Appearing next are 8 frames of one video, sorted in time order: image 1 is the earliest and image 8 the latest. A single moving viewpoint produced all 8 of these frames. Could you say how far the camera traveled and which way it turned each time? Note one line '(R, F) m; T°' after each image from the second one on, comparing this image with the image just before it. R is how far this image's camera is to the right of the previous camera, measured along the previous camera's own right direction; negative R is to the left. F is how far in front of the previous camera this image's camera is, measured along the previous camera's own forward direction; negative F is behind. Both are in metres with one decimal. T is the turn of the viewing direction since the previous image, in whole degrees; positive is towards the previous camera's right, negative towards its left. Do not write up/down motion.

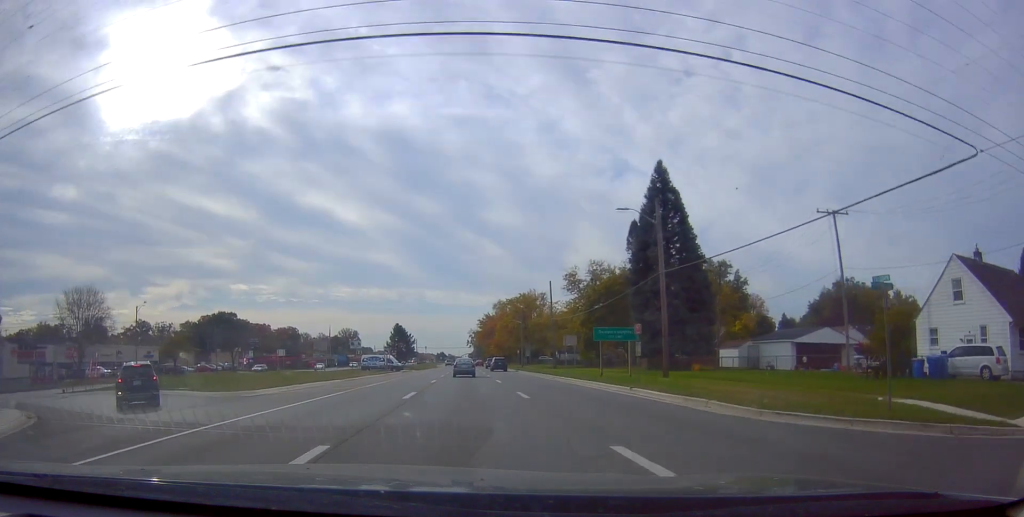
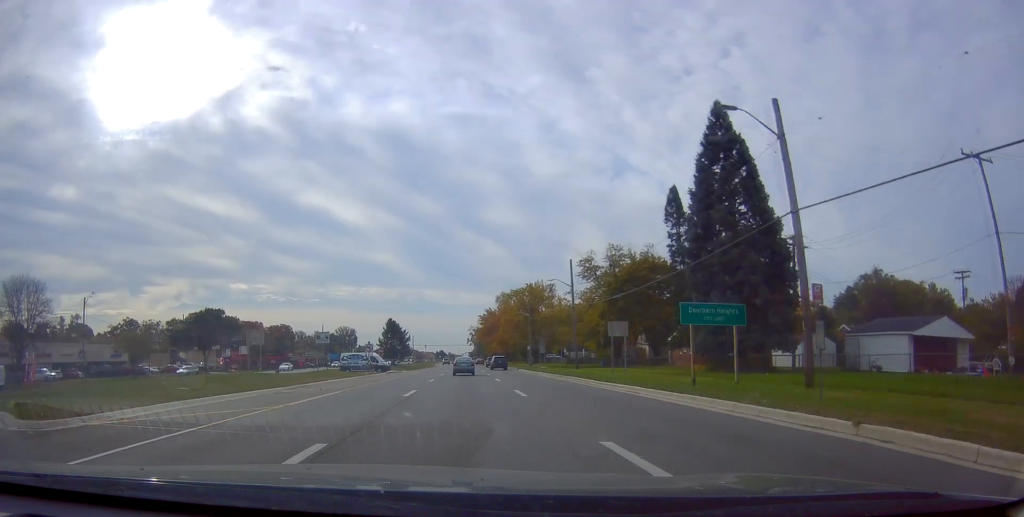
(-0.5, +14.4) m; 0°
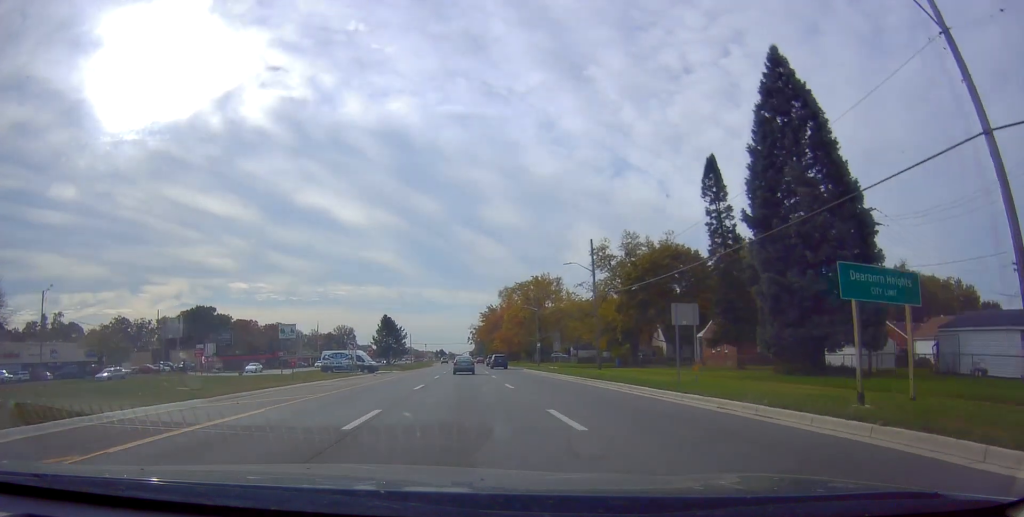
(-0.2, +9.6) m; 0°
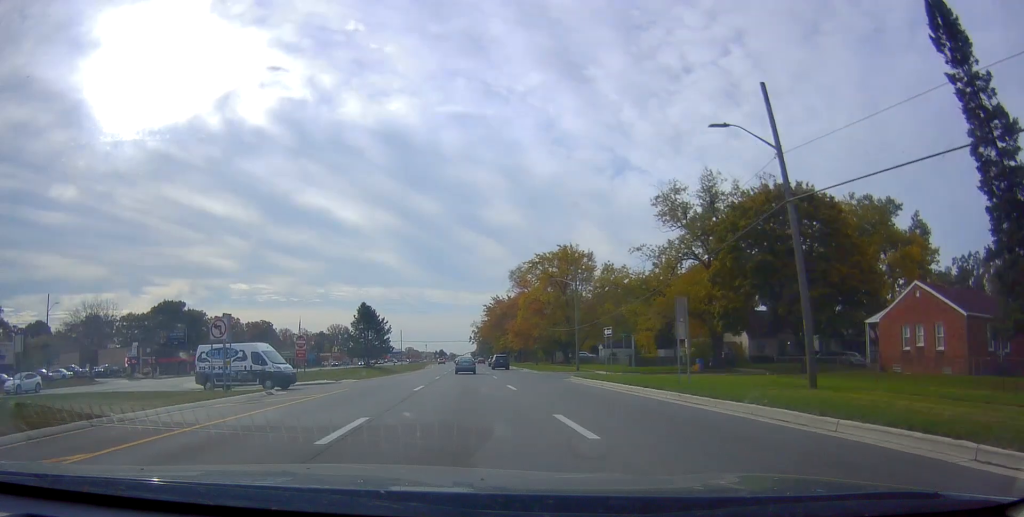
(+0.6, +30.3) m; +1°
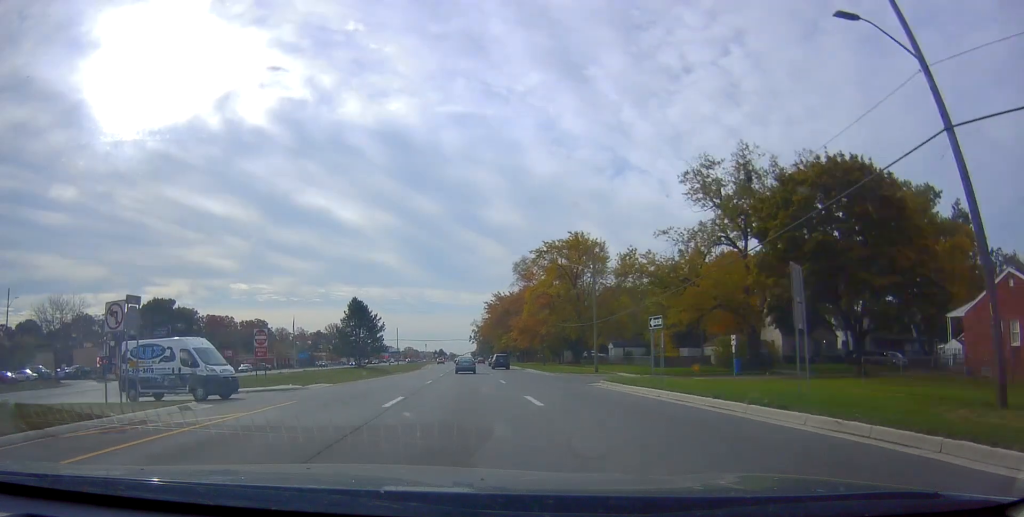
(-0.2, +8.3) m; 0°
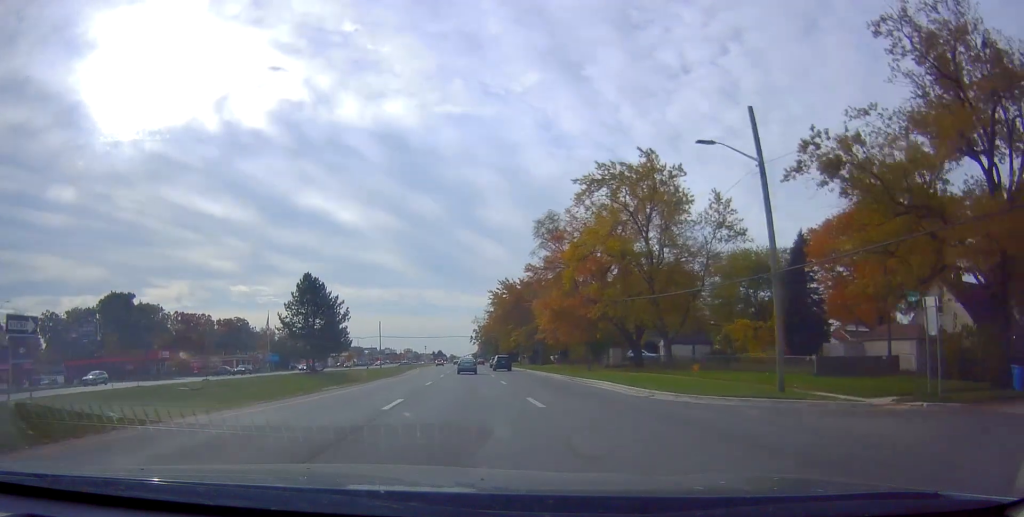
(-0.1, +29.8) m; -1°
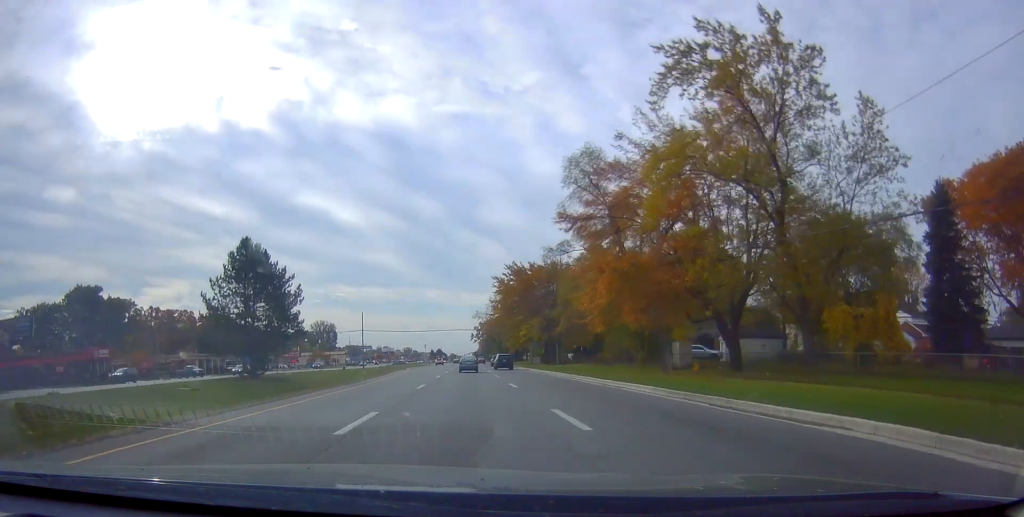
(-0.3, +20.5) m; 0°
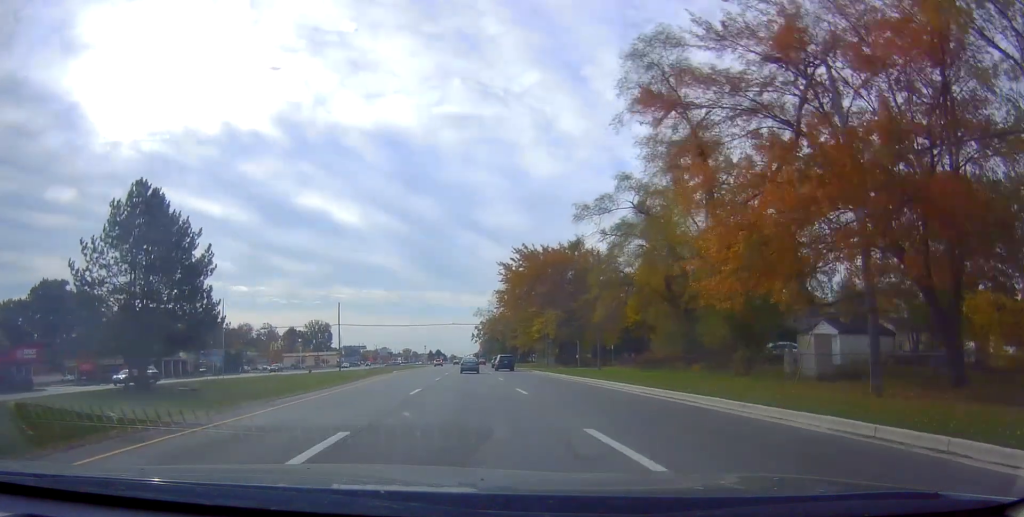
(+0.3, +18.4) m; +1°
